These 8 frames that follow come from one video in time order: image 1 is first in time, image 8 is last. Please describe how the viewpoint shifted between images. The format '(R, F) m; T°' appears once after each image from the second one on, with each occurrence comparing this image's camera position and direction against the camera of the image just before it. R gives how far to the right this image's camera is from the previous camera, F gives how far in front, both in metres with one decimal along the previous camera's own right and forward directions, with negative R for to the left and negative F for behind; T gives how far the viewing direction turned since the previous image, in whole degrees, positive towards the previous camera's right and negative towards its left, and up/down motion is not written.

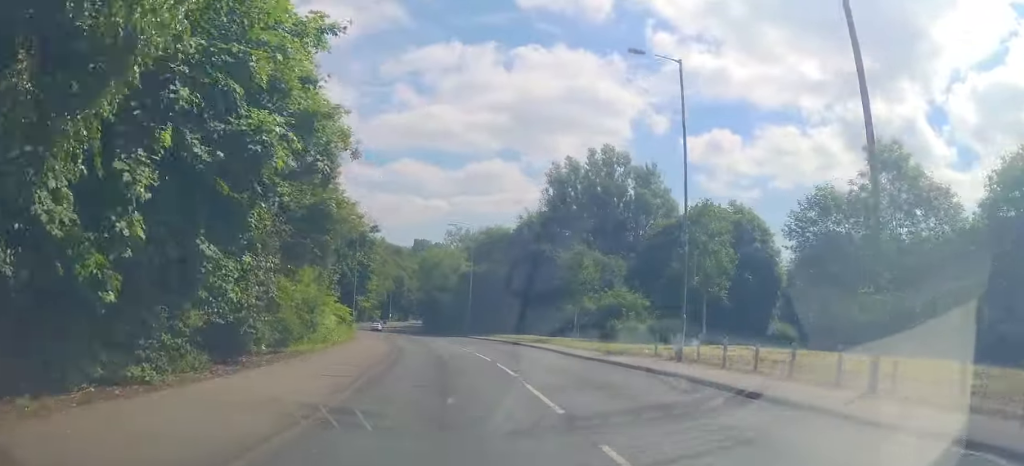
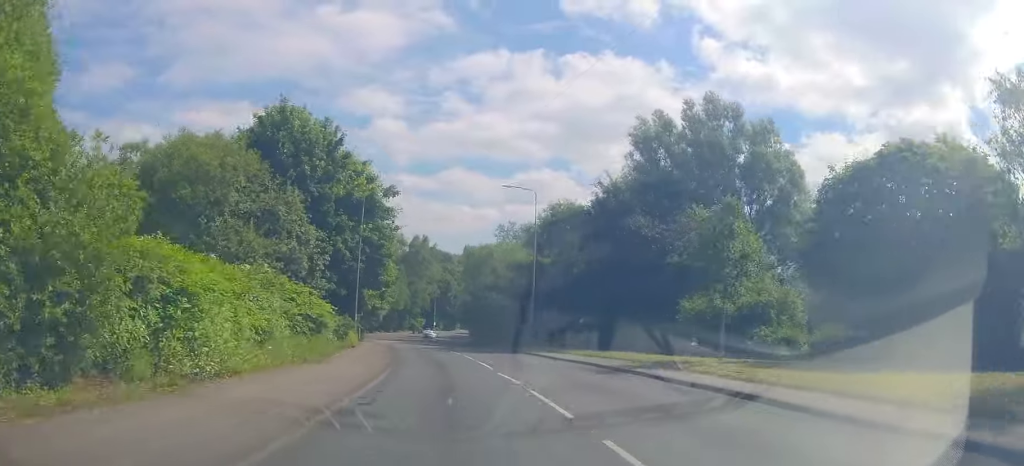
(-0.7, +18.4) m; -5°
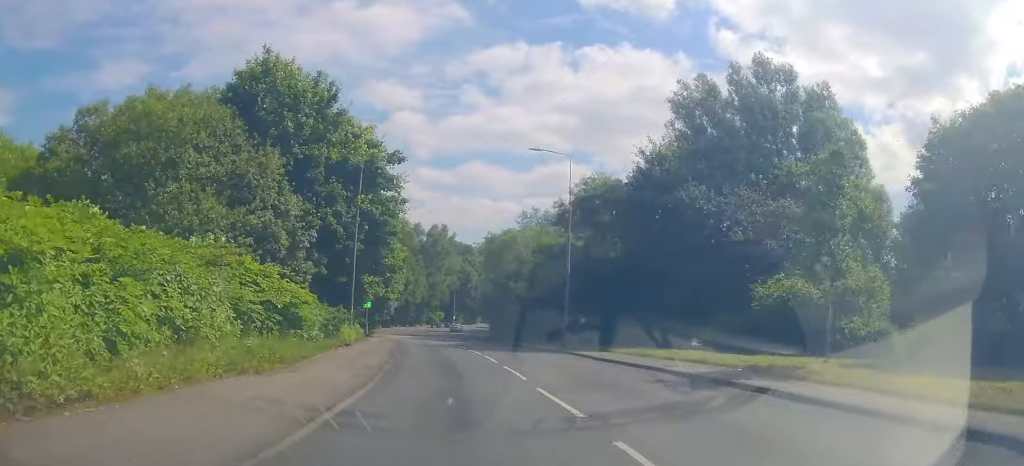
(-0.2, +6.6) m; -2°
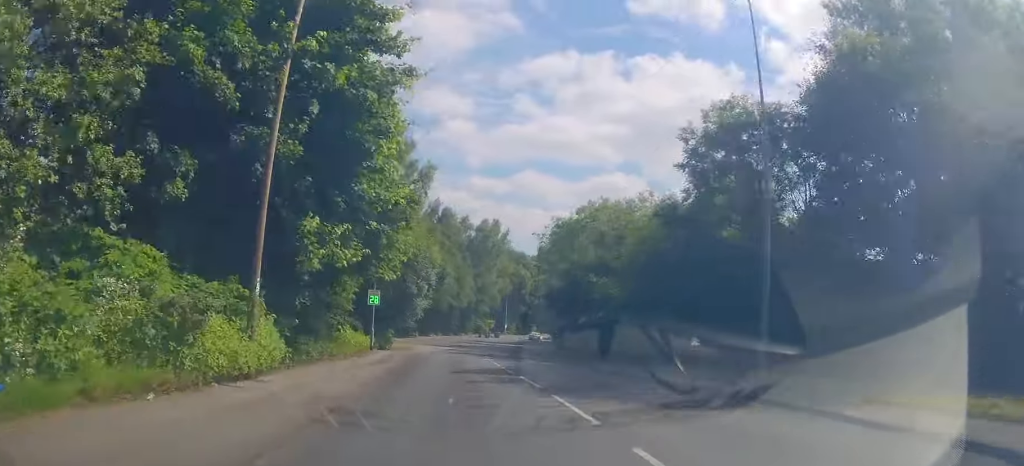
(-0.7, +17.8) m; -6°
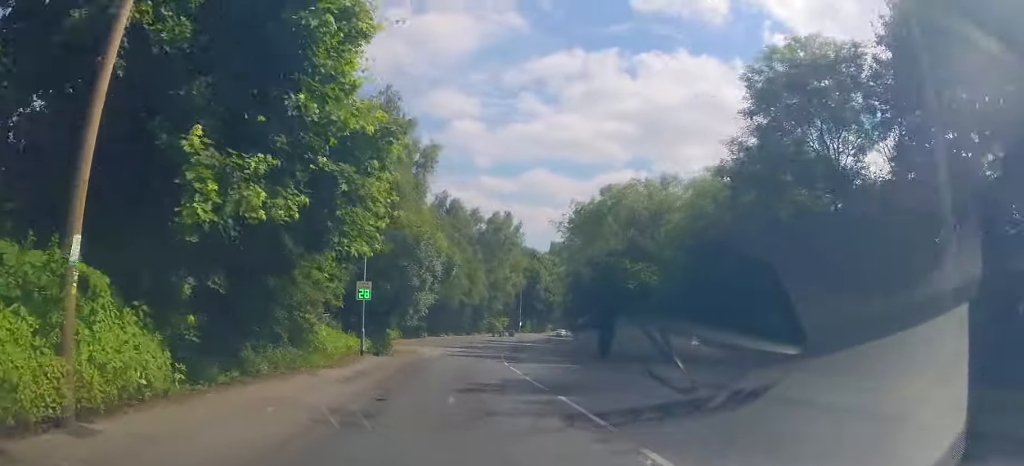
(-0.2, +6.0) m; -2°
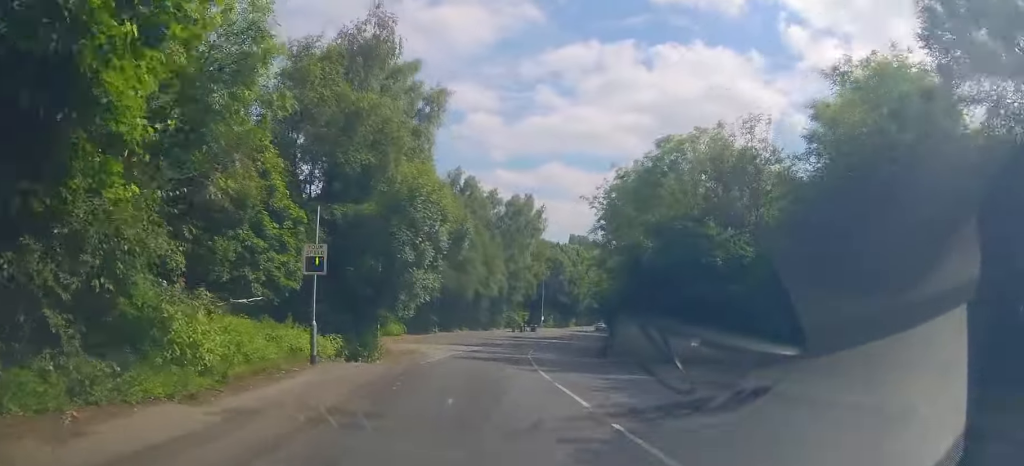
(-0.3, +10.3) m; -3°
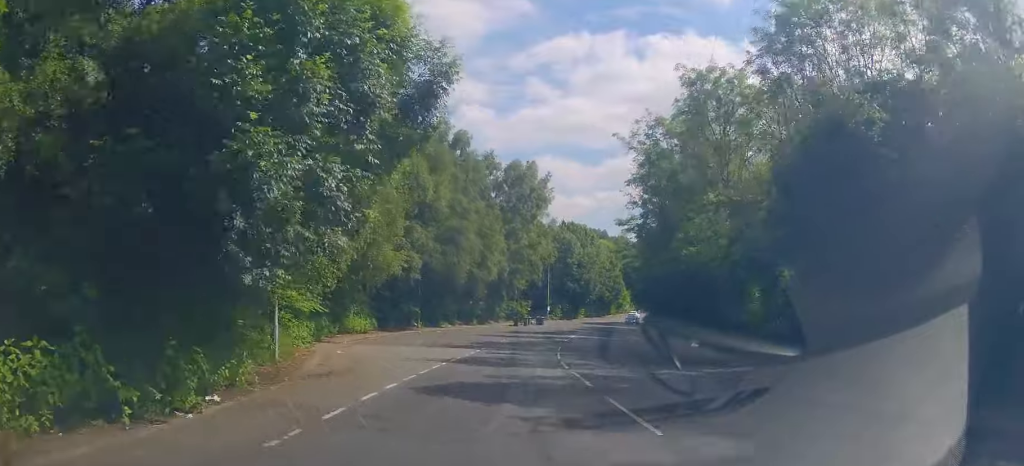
(-0.5, +16.2) m; -3°
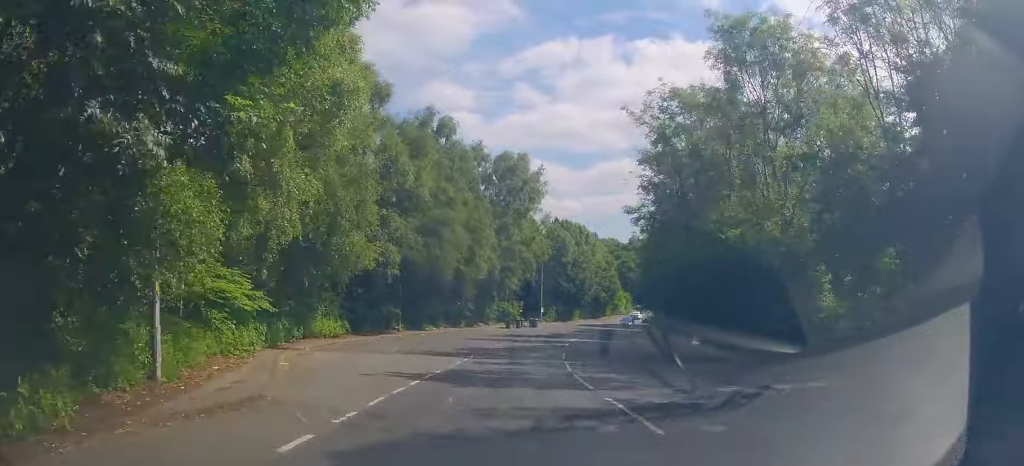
(-0.2, +6.0) m; 0°
